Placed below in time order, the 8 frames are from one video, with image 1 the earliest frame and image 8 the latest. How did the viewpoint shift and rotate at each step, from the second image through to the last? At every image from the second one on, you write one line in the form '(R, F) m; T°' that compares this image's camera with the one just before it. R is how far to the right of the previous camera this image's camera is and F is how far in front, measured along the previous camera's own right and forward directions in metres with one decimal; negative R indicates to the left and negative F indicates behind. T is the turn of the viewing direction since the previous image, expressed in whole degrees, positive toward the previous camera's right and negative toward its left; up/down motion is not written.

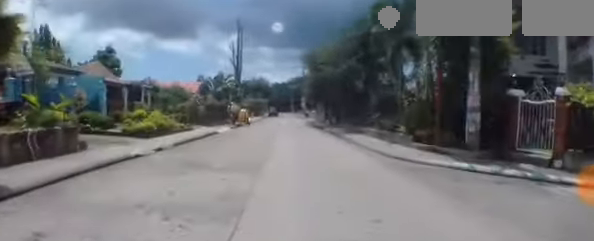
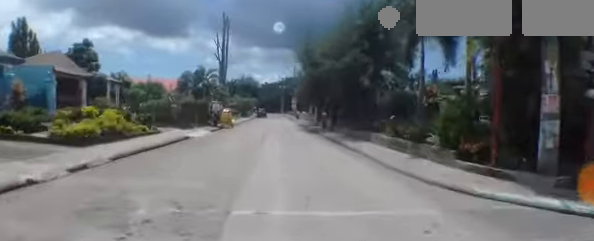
(0.0, +3.7) m; +1°
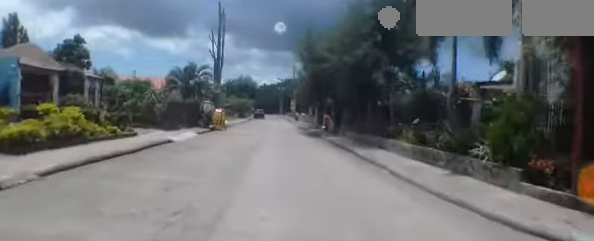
(-0.1, +2.5) m; +2°
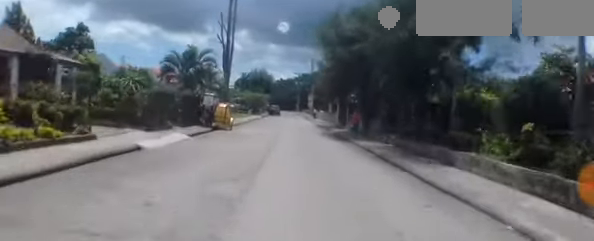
(+0.2, +4.3) m; +2°
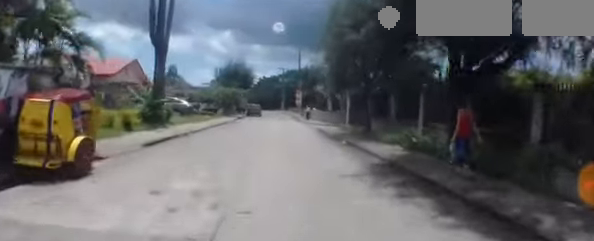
(+0.3, +13.3) m; -1°
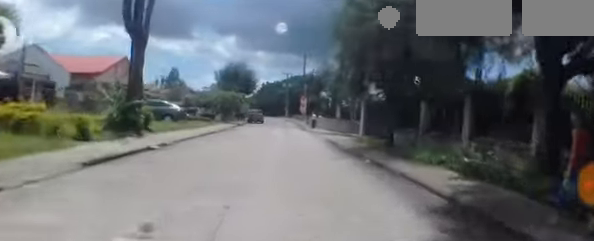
(+0.1, +3.3) m; -2°
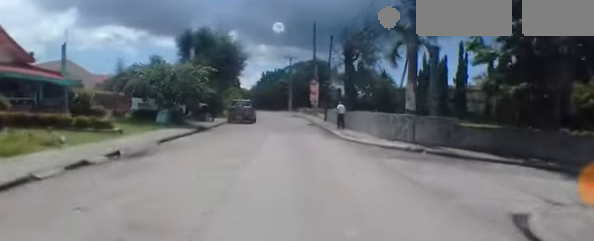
(-0.6, +16.6) m; 0°
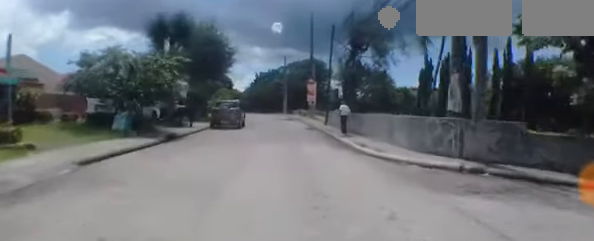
(+0.1, +4.0) m; +1°
